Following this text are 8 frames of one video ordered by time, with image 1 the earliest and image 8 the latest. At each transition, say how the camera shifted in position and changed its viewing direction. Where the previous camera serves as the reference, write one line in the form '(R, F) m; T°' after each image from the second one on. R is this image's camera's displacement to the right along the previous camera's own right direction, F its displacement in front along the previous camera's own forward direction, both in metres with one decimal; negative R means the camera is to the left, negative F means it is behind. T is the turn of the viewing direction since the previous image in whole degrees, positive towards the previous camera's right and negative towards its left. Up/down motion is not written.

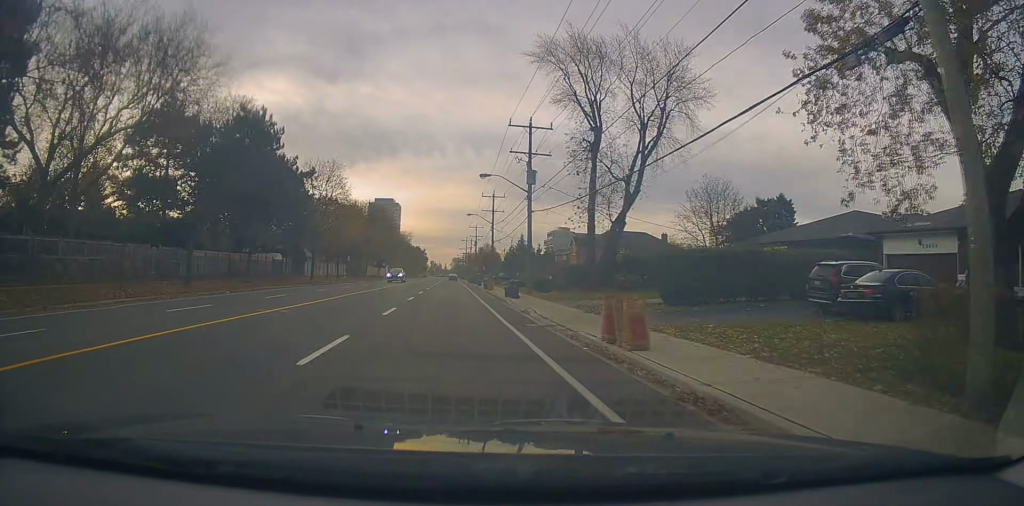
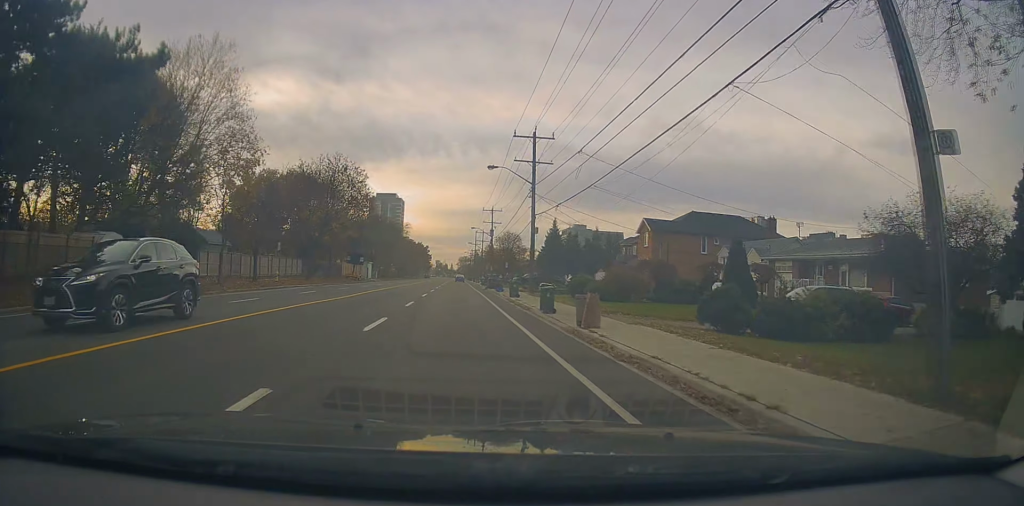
(-0.5, +32.1) m; -2°
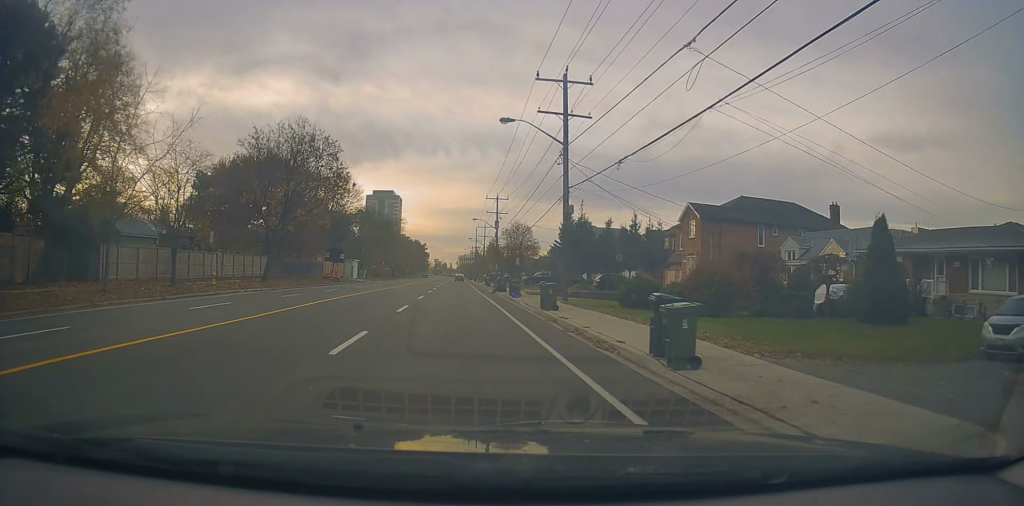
(0.0, +12.0) m; -1°
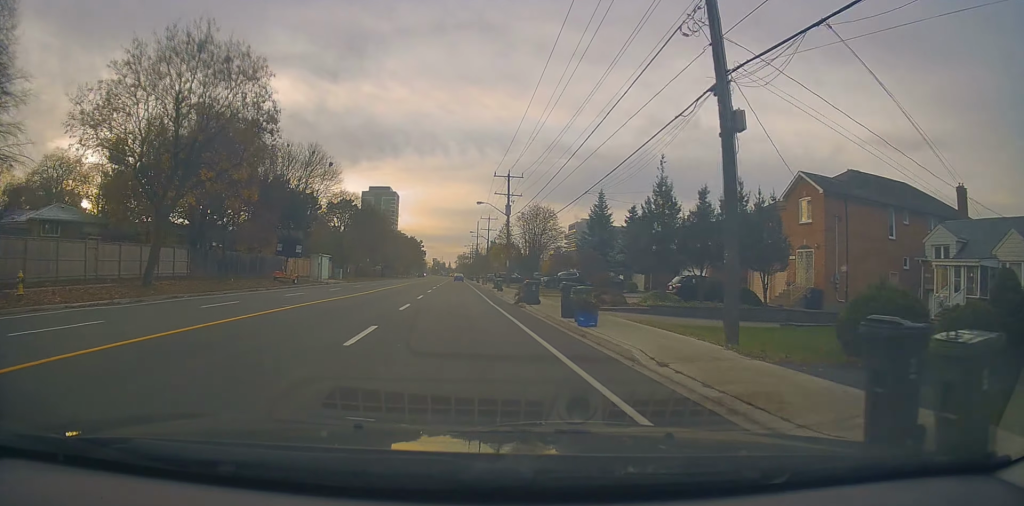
(-0.2, +17.6) m; 0°
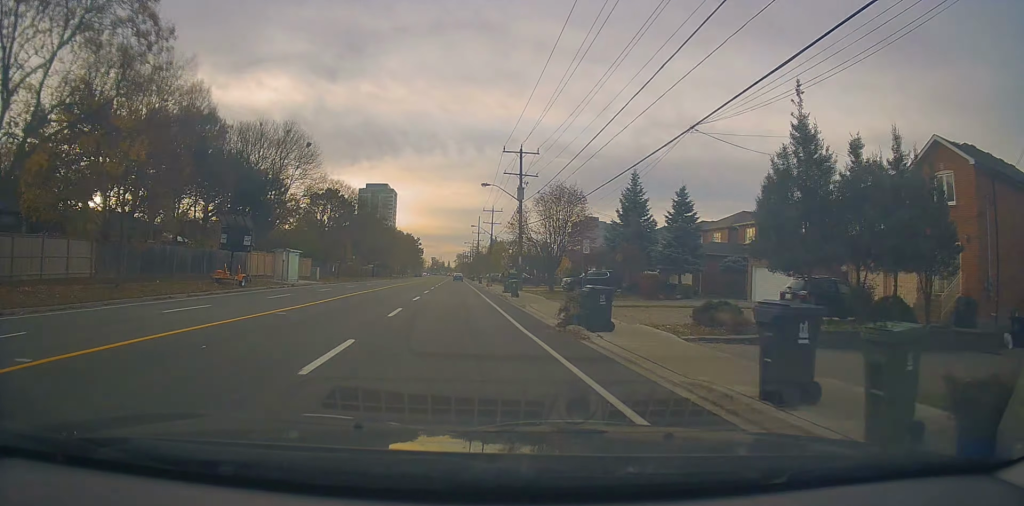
(+0.2, +11.4) m; 0°
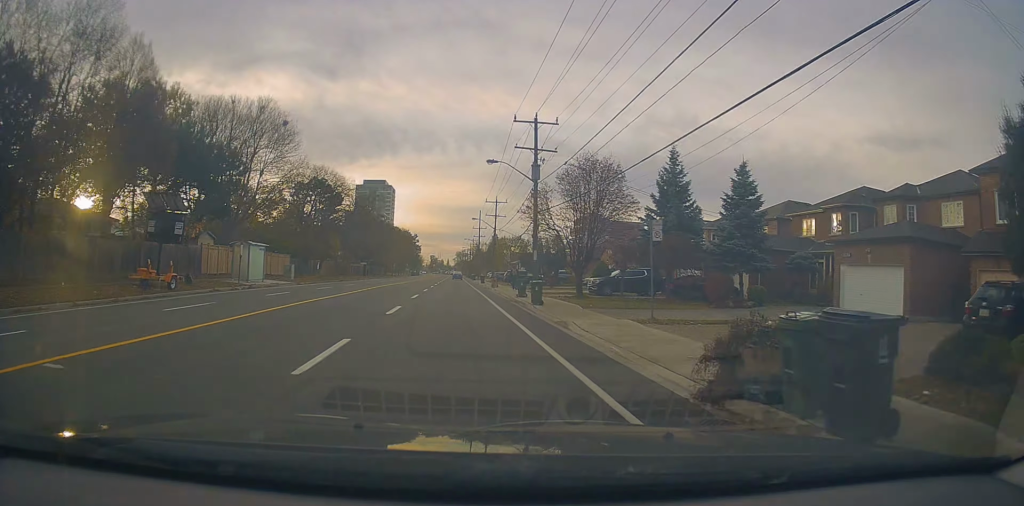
(+0.1, +9.3) m; 0°
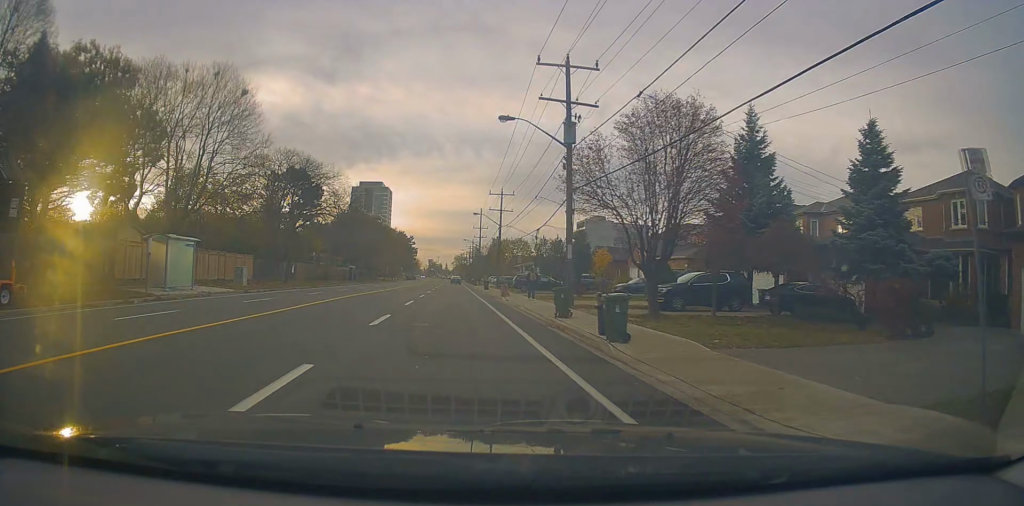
(-0.1, +11.3) m; +1°
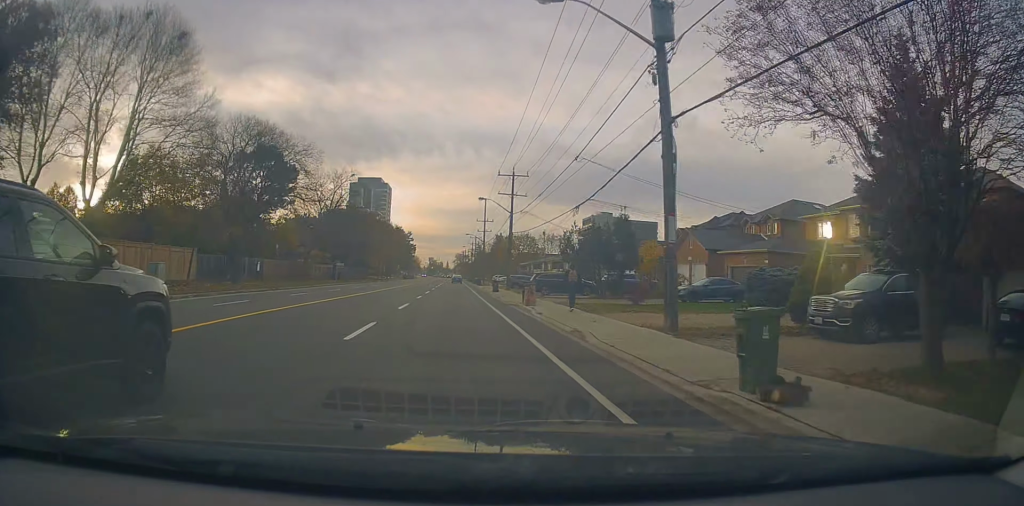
(+0.1, +12.1) m; 0°
